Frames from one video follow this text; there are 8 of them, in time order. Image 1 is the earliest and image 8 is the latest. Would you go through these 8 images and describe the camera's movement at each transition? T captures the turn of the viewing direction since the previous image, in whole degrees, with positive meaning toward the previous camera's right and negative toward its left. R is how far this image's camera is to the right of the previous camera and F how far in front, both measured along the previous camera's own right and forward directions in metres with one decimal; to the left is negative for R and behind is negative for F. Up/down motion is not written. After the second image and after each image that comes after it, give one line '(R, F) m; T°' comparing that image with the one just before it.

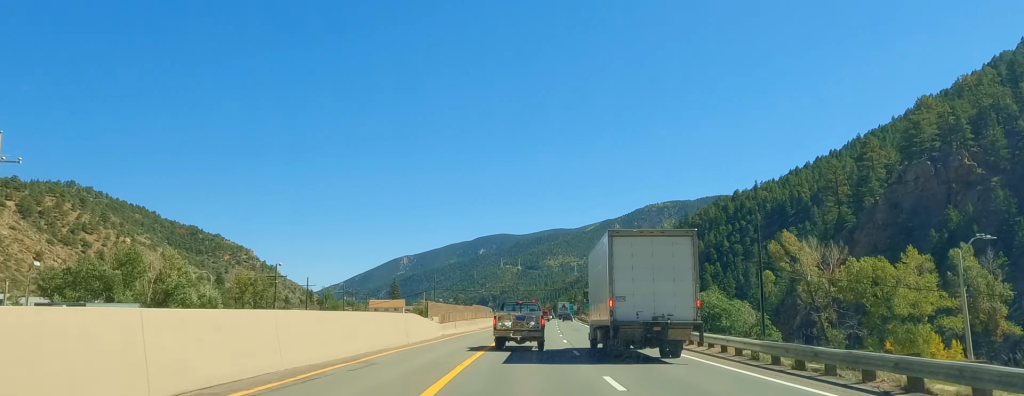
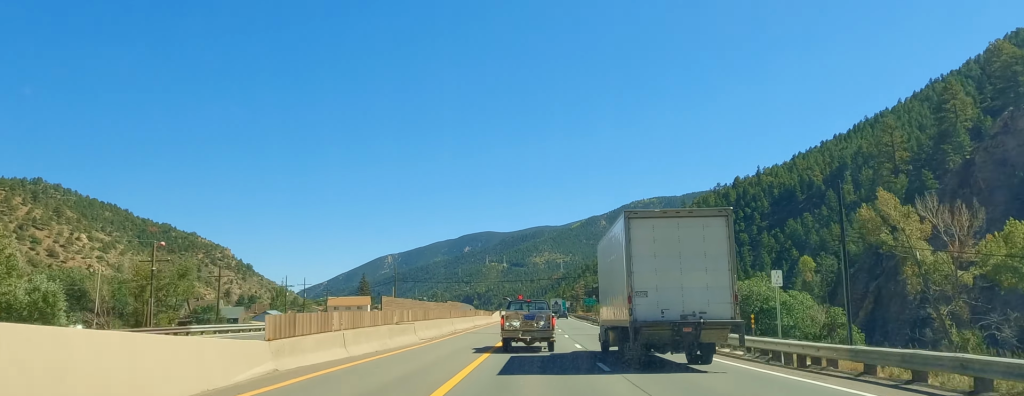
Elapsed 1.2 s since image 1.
(+0.2, +30.6) m; +1°
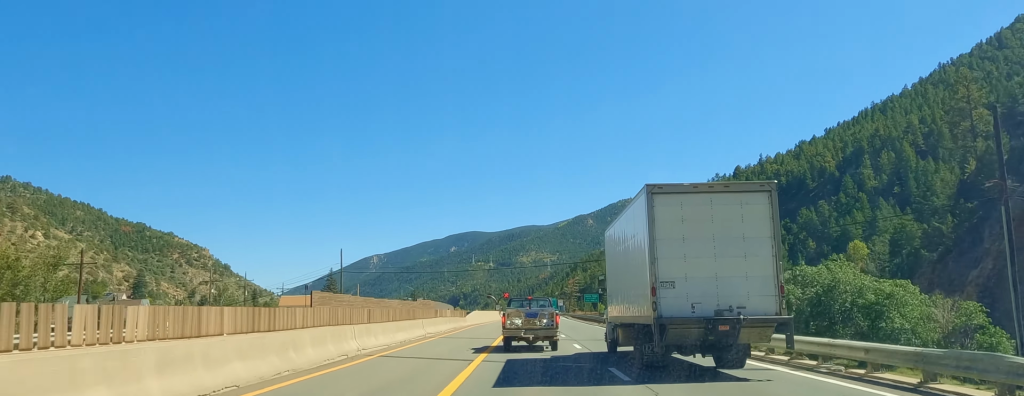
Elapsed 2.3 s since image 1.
(+0.2, +26.5) m; +1°
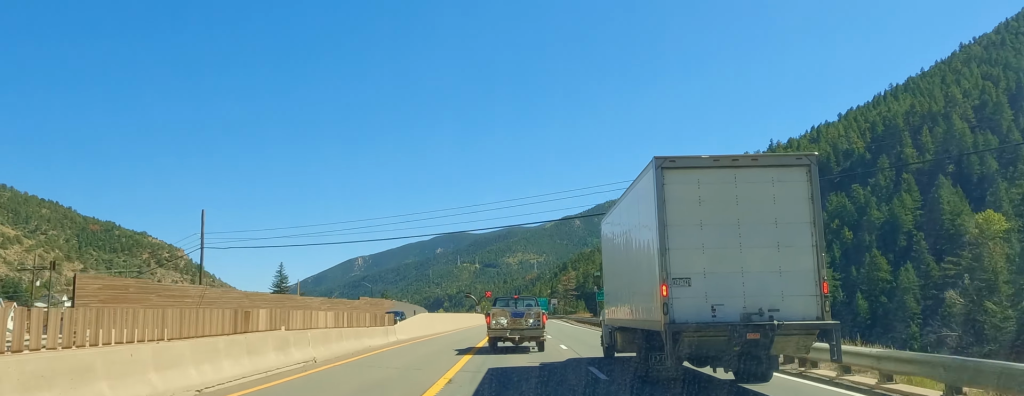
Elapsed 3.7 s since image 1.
(+0.1, +35.9) m; +1°
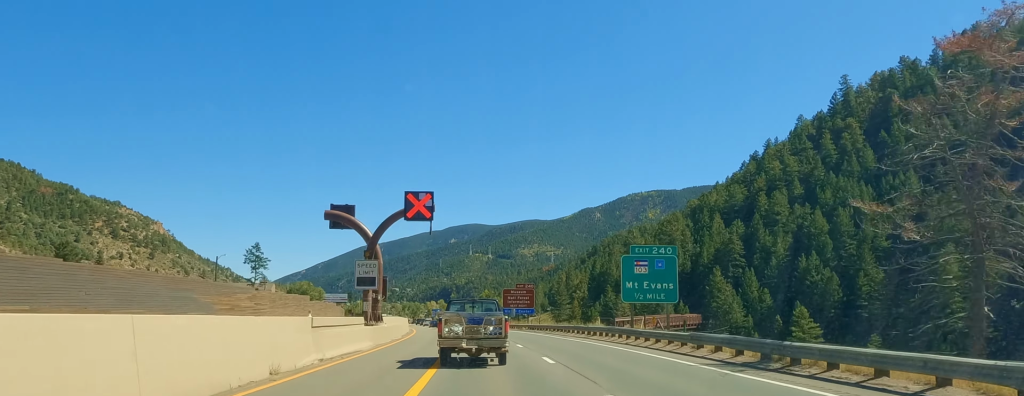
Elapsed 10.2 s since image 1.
(-1.2, +149.1) m; -4°
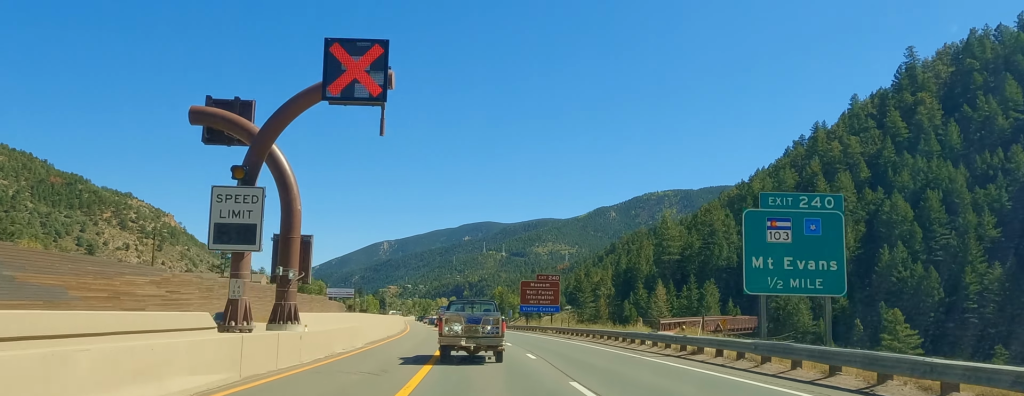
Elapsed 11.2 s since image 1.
(-0.2, +21.6) m; -2°
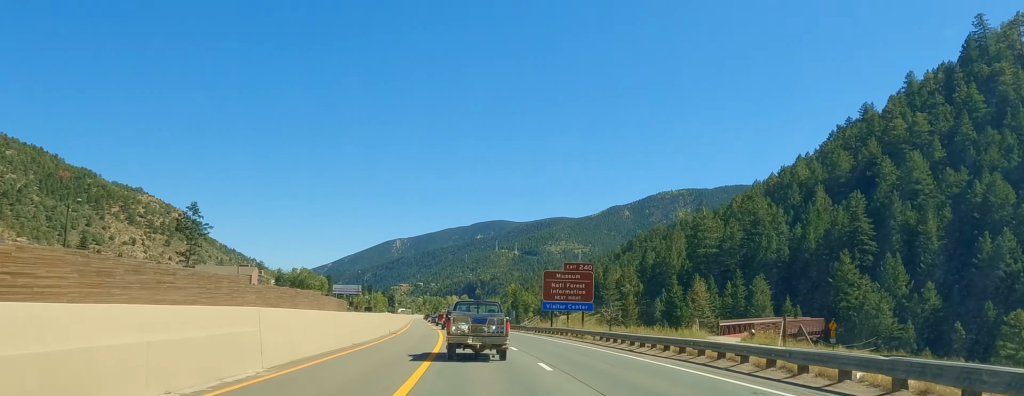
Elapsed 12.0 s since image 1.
(-0.3, +17.8) m; -1°
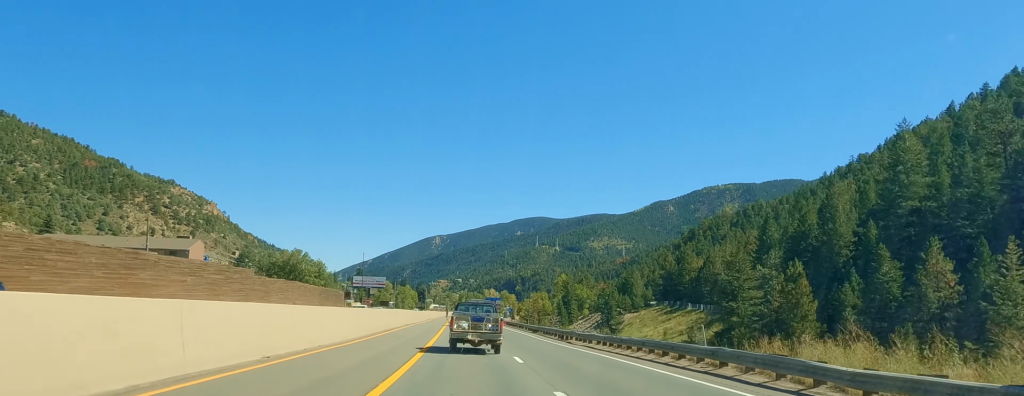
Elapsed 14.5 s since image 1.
(-1.7, +57.7) m; -3°
